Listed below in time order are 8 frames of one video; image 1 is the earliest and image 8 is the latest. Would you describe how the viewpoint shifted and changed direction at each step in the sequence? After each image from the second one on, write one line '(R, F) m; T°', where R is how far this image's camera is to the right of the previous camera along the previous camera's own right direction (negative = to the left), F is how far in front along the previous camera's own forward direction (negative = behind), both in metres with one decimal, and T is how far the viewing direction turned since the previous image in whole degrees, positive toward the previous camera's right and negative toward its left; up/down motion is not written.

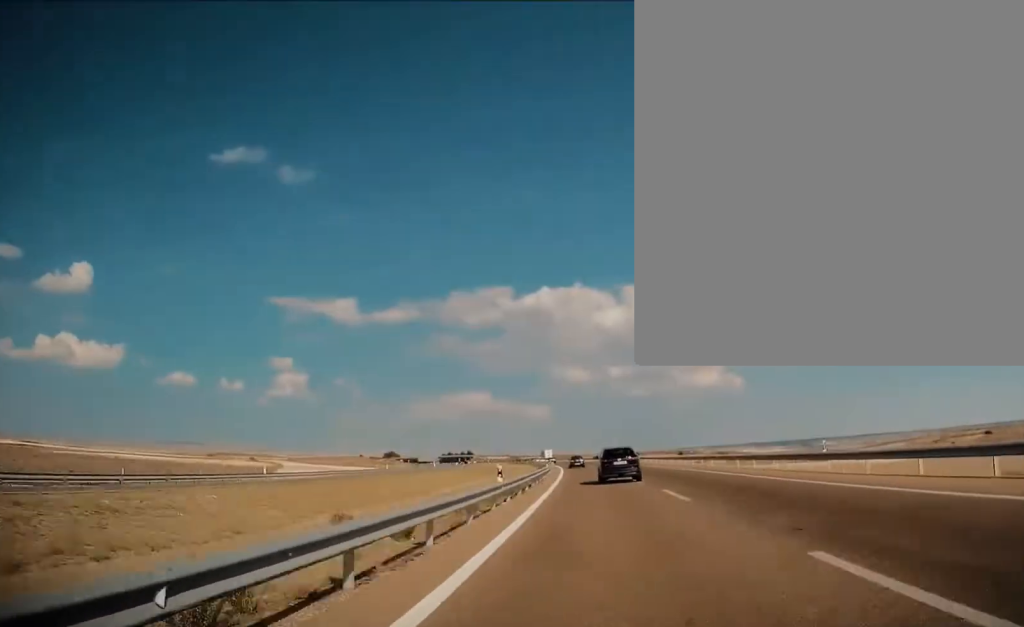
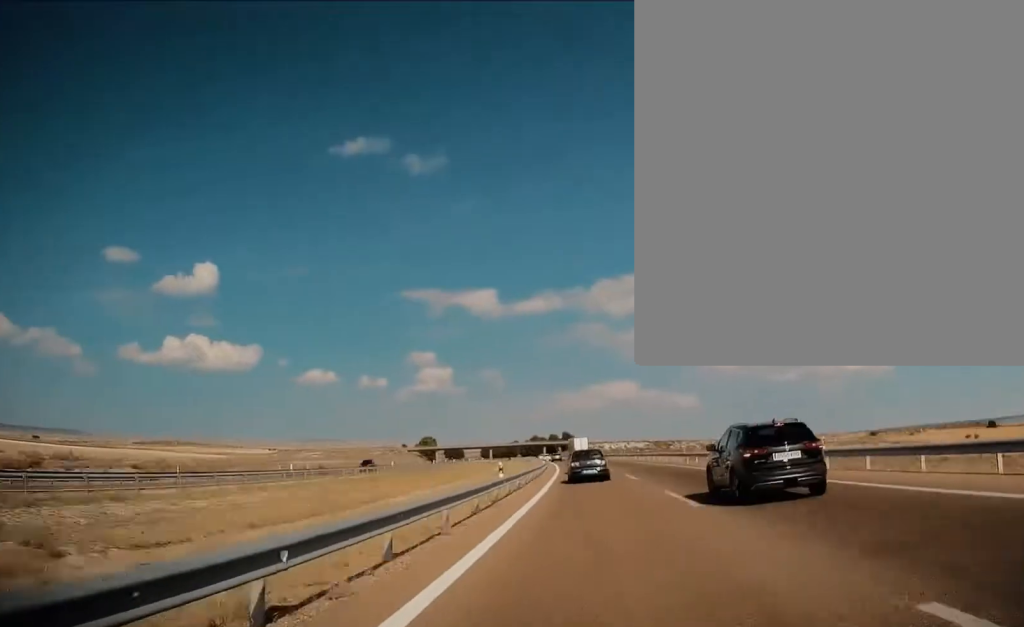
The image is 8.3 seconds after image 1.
(-28.1, +288.2) m; -11°
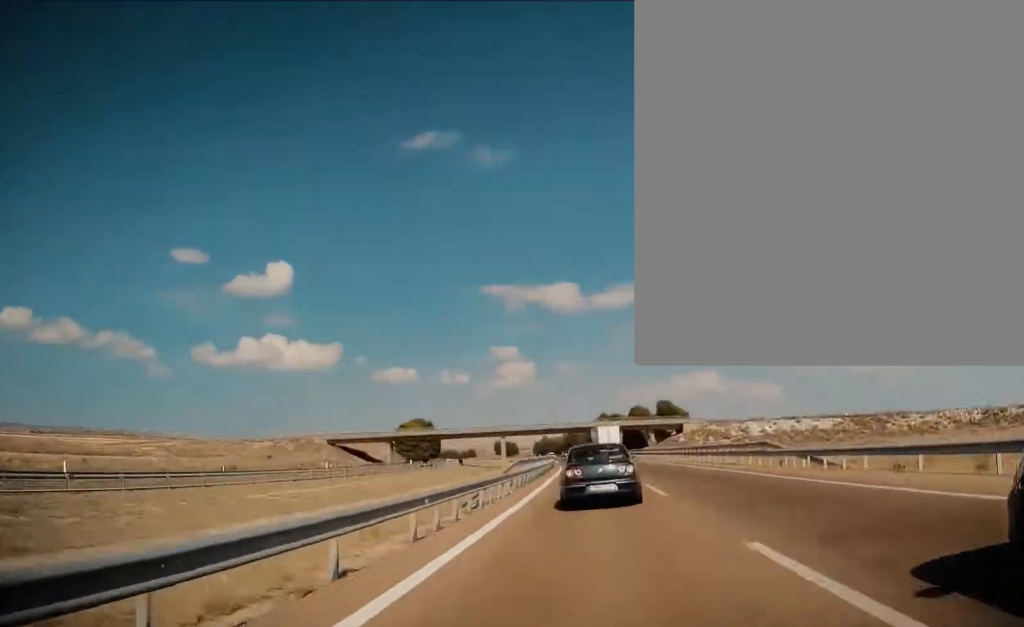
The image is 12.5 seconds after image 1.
(-5.2, +148.4) m; -5°
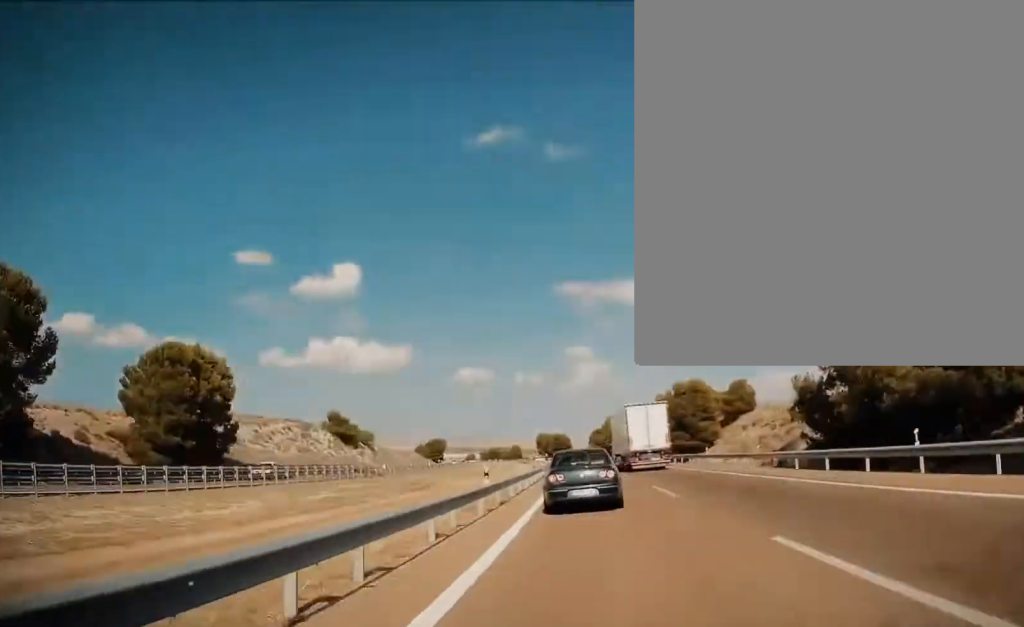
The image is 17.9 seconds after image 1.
(-10.9, +182.9) m; -7°
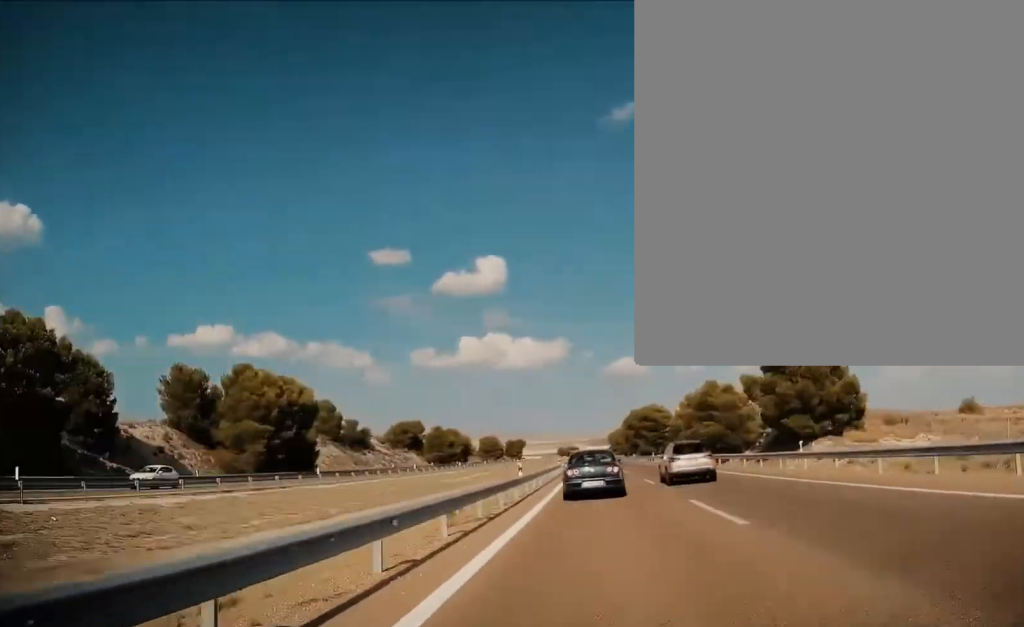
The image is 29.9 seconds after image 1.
(-42.3, +407.4) m; -8°
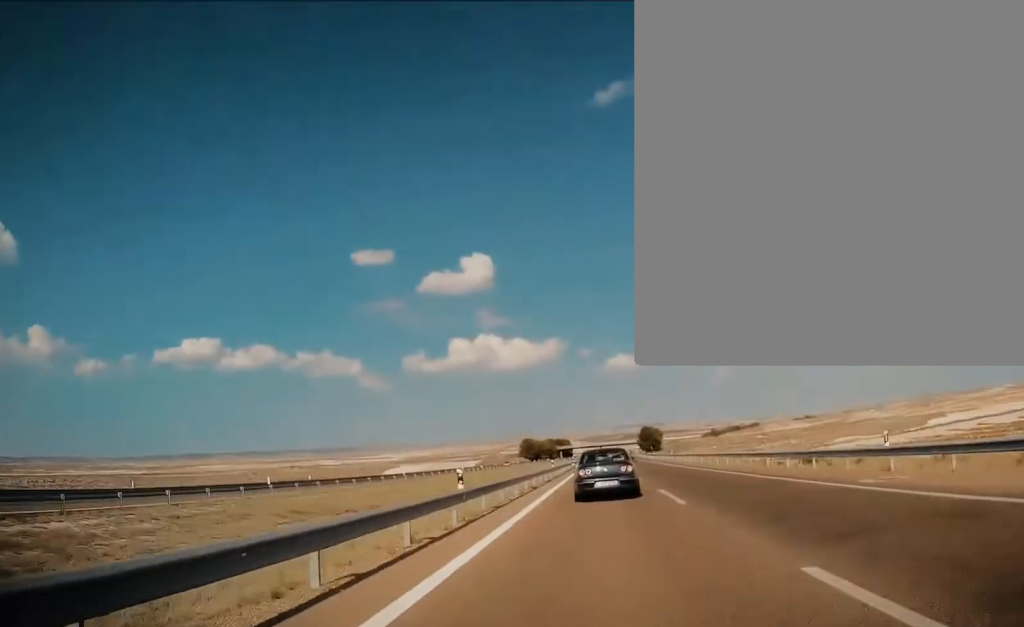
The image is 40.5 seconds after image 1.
(-2.2, +374.2) m; +2°
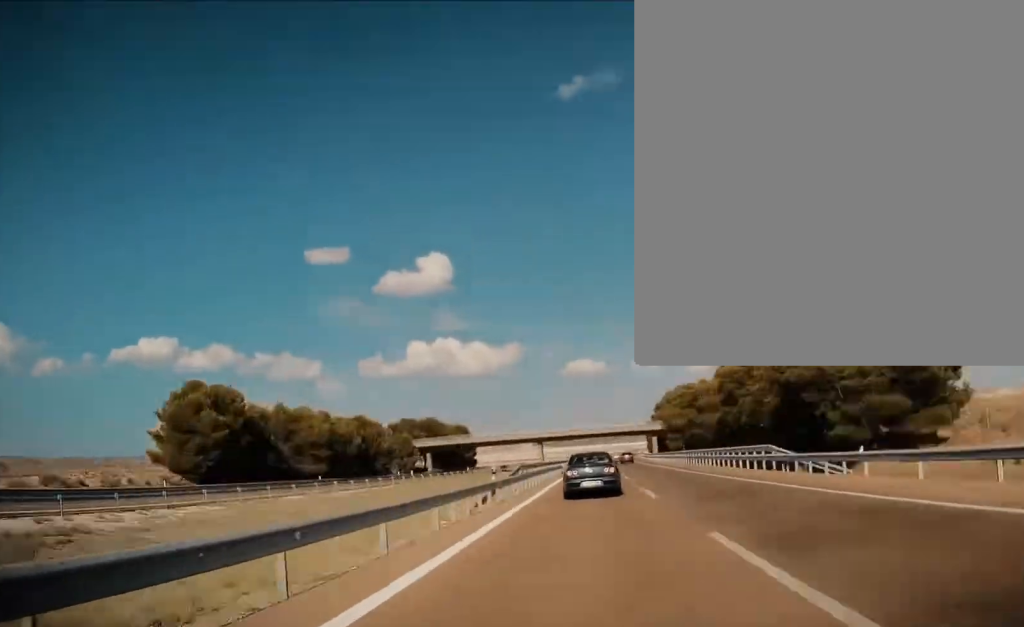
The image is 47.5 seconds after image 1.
(+5.9, +247.1) m; +3°
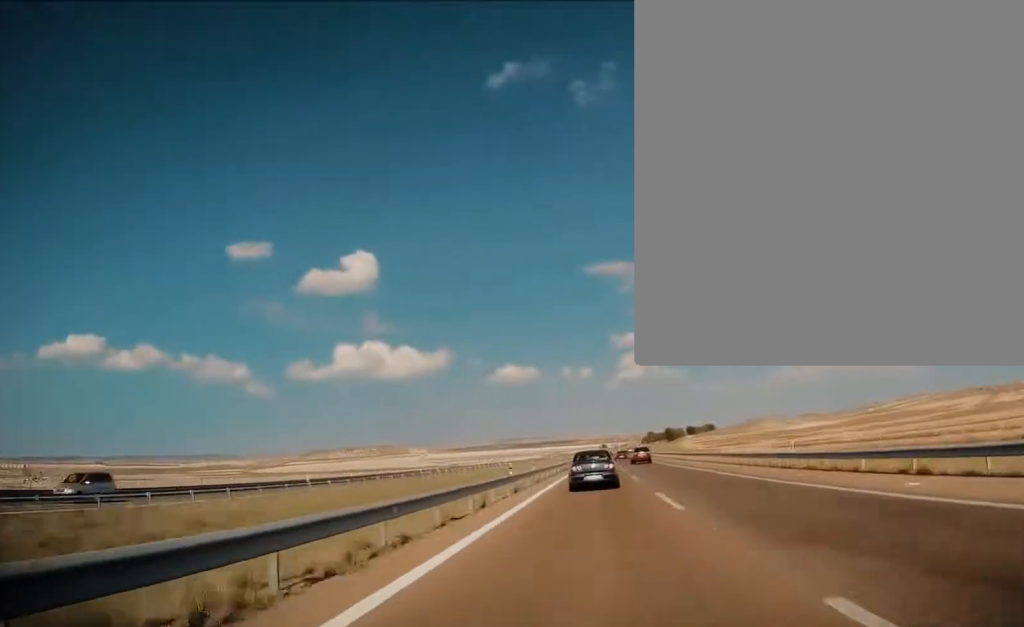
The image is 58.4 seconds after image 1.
(+17.5, +392.5) m; +6°
